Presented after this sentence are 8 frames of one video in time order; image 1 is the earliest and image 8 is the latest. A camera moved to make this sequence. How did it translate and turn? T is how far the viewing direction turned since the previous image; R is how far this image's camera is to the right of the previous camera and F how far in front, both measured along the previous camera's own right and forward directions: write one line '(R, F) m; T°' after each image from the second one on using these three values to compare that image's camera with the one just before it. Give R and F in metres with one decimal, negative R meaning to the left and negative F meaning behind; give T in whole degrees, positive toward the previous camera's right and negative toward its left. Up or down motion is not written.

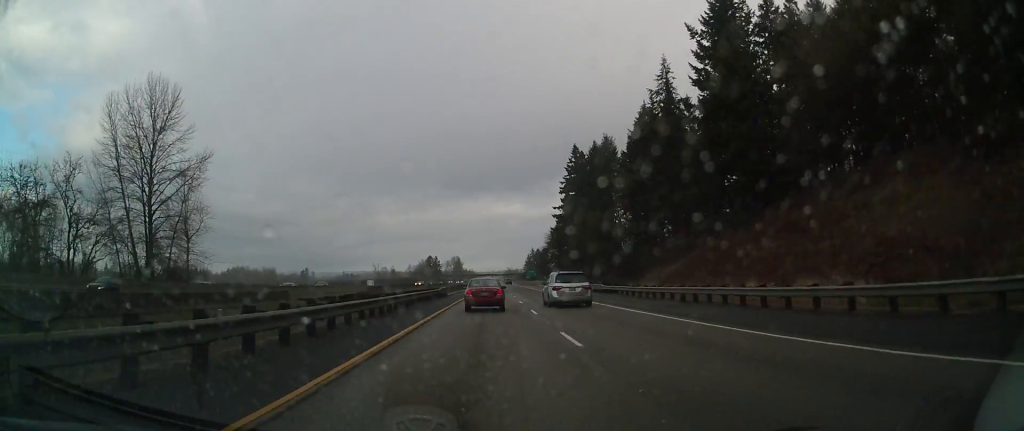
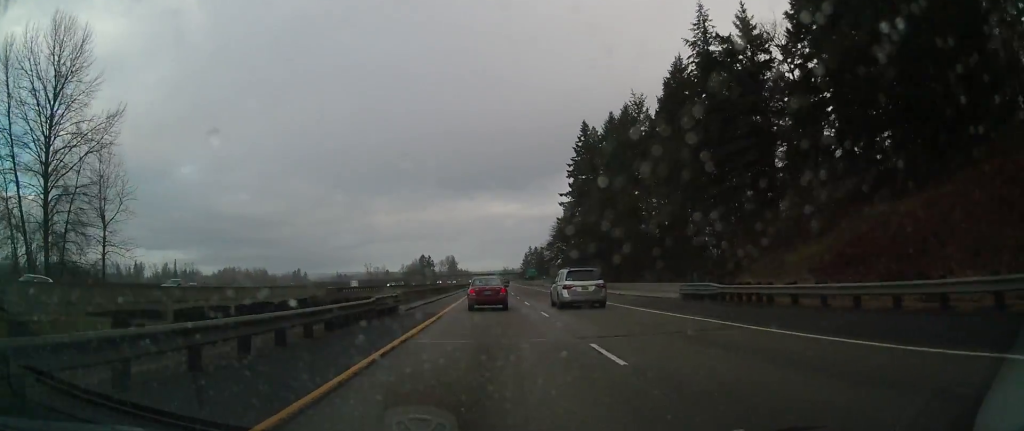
(0.0, +27.1) m; 0°
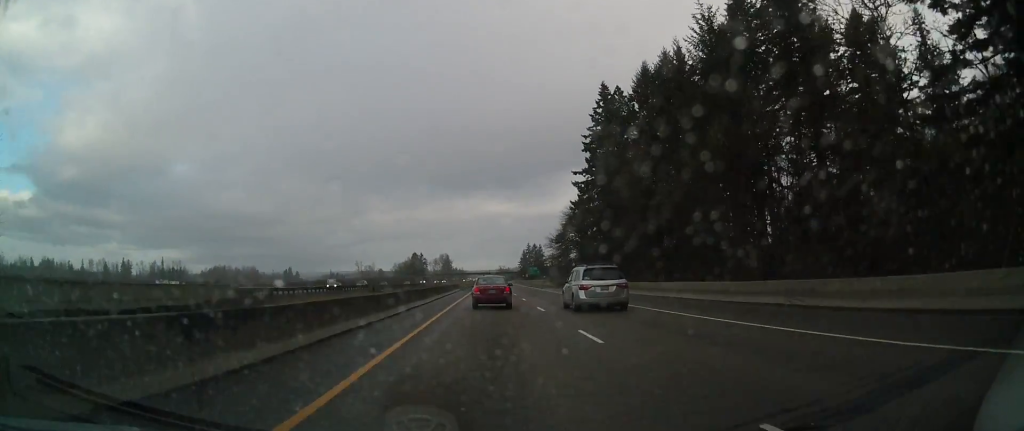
(0.0, +31.9) m; 0°
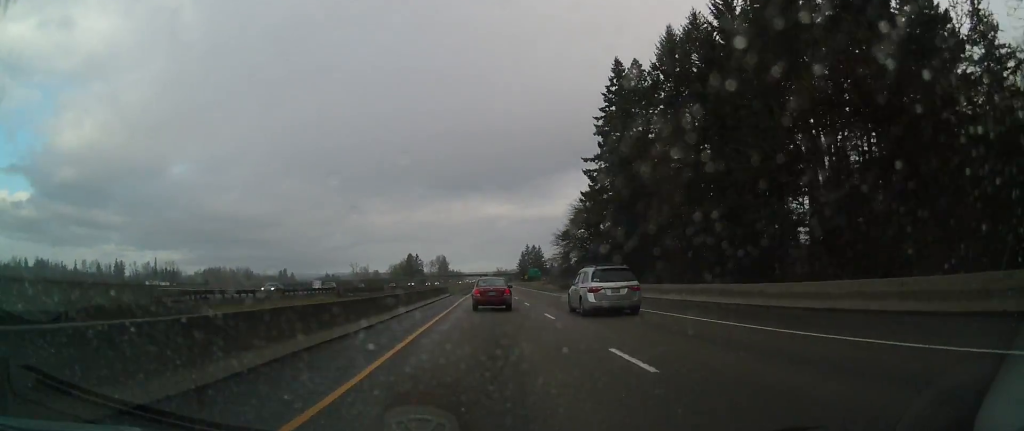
(0.0, +16.5) m; 0°
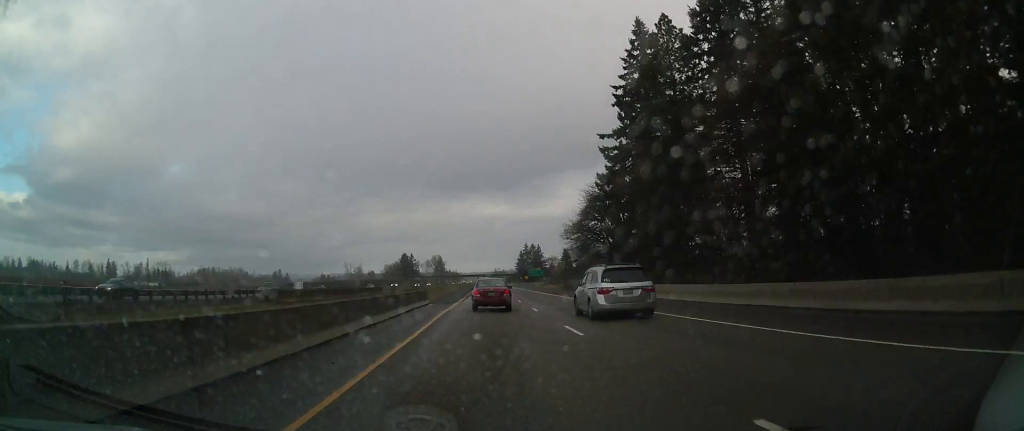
(0.0, +18.8) m; 0°
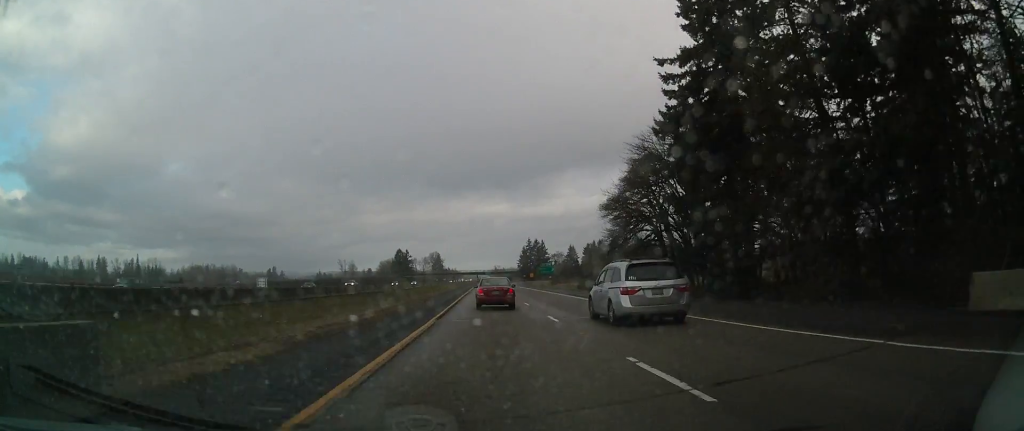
(+0.3, +32.8) m; 0°
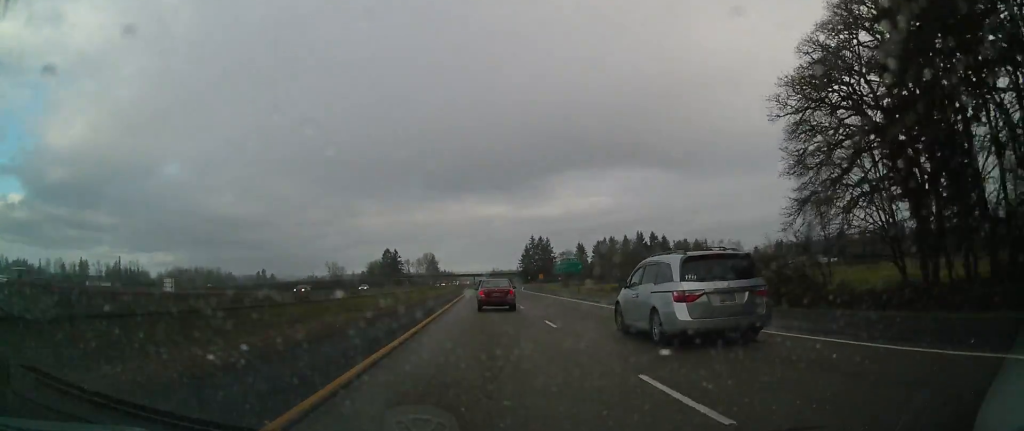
(-0.4, +50.4) m; 0°
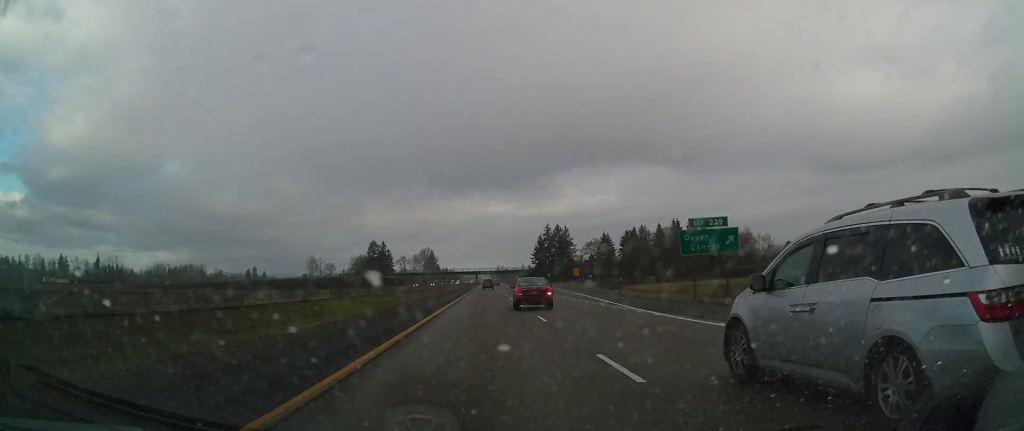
(+1.3, +69.7) m; +1°
